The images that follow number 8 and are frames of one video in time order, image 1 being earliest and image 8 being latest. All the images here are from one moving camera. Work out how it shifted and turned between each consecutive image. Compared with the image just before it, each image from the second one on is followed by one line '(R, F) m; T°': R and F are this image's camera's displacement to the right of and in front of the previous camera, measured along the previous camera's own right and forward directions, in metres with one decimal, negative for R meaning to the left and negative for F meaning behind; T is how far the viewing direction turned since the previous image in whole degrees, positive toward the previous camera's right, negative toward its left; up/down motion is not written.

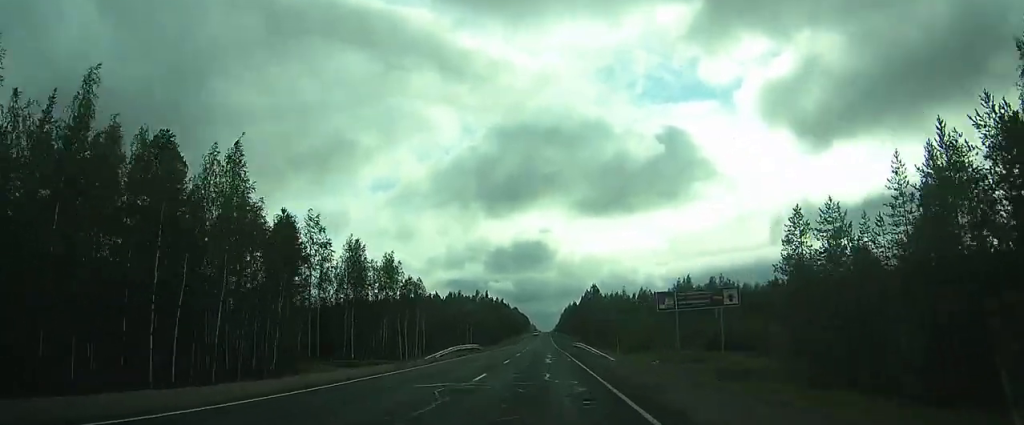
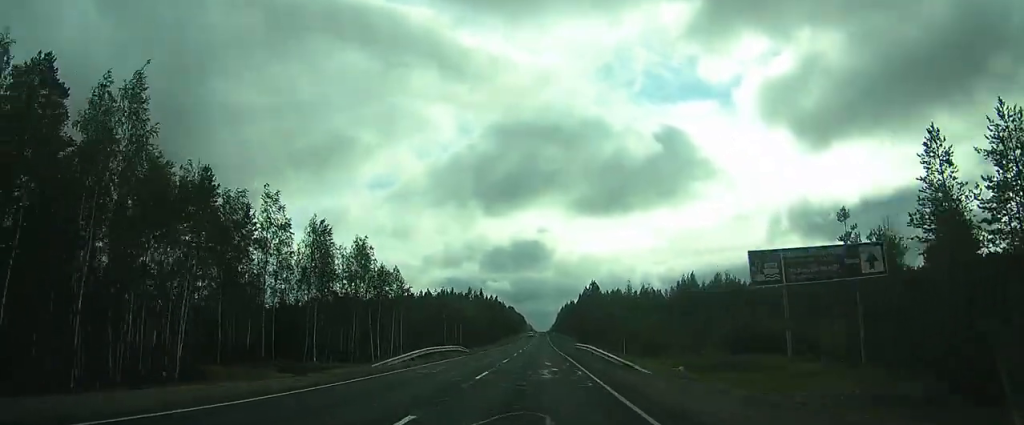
(0.0, +10.4) m; 0°
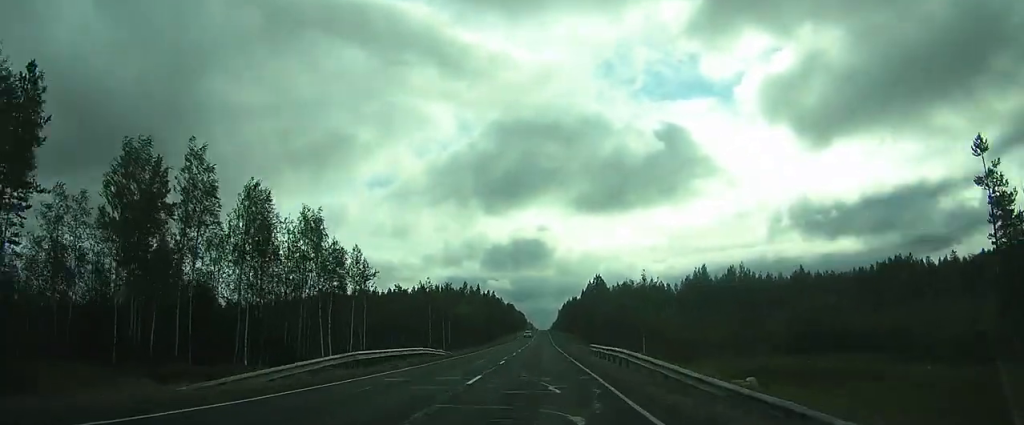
(0.0, +14.2) m; 0°
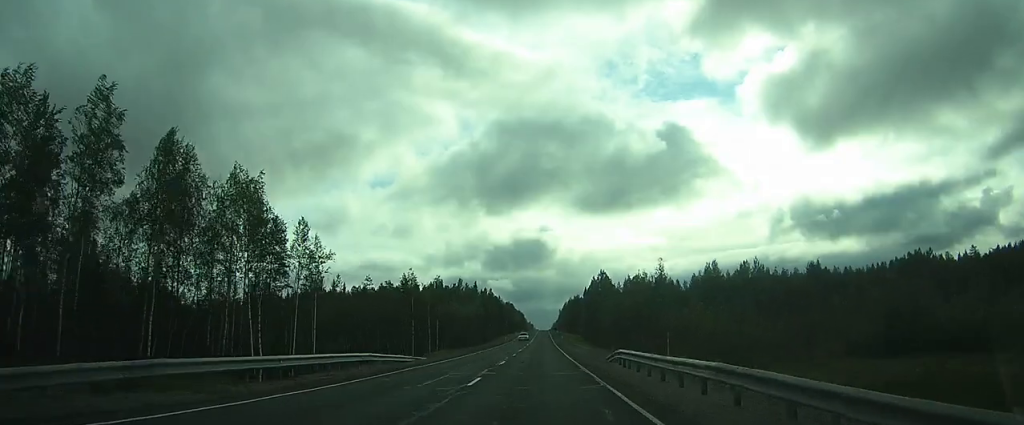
(0.0, +12.0) m; 0°
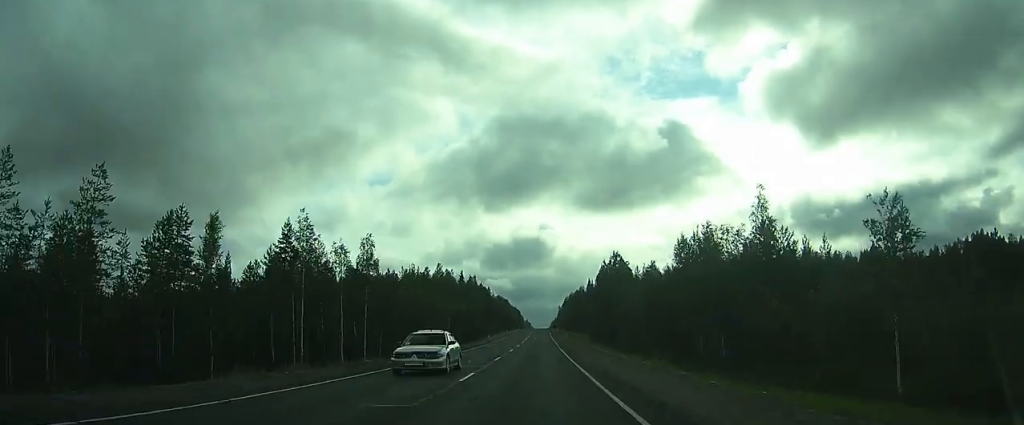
(-0.2, +34.5) m; 0°
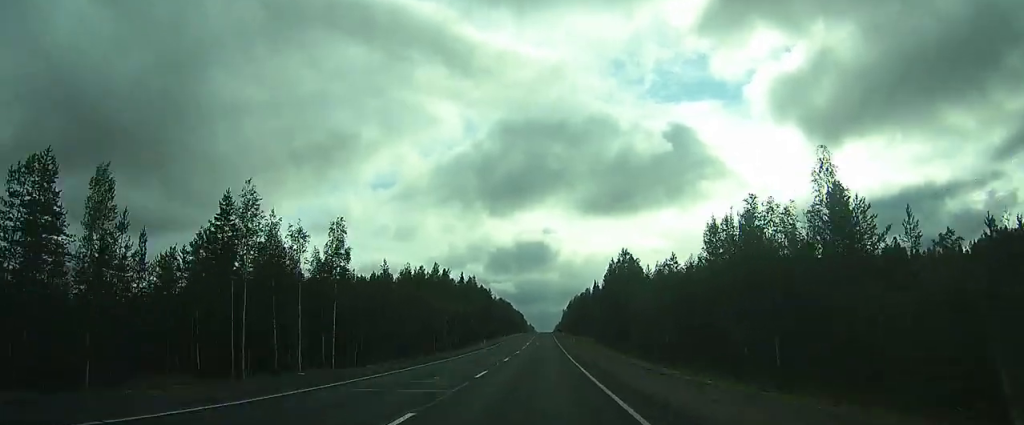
(0.0, +9.0) m; 0°
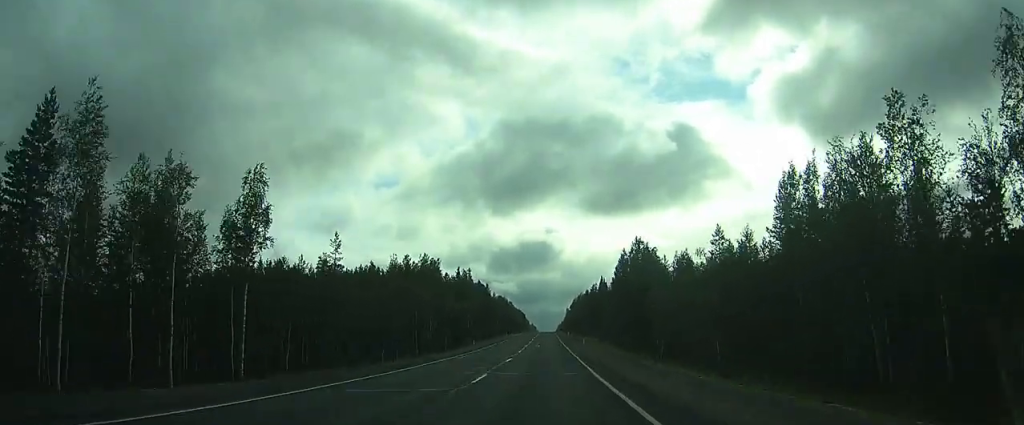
(+0.1, +14.2) m; 0°
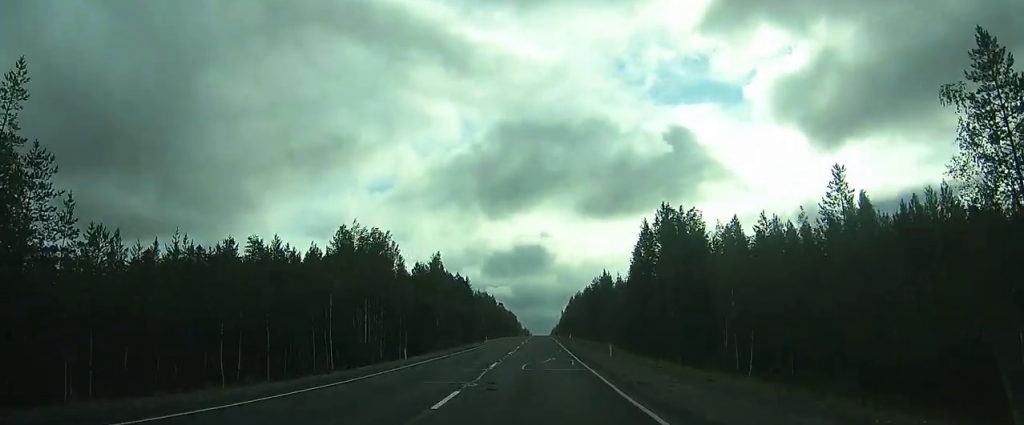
(+0.1, +29.1) m; +1°
